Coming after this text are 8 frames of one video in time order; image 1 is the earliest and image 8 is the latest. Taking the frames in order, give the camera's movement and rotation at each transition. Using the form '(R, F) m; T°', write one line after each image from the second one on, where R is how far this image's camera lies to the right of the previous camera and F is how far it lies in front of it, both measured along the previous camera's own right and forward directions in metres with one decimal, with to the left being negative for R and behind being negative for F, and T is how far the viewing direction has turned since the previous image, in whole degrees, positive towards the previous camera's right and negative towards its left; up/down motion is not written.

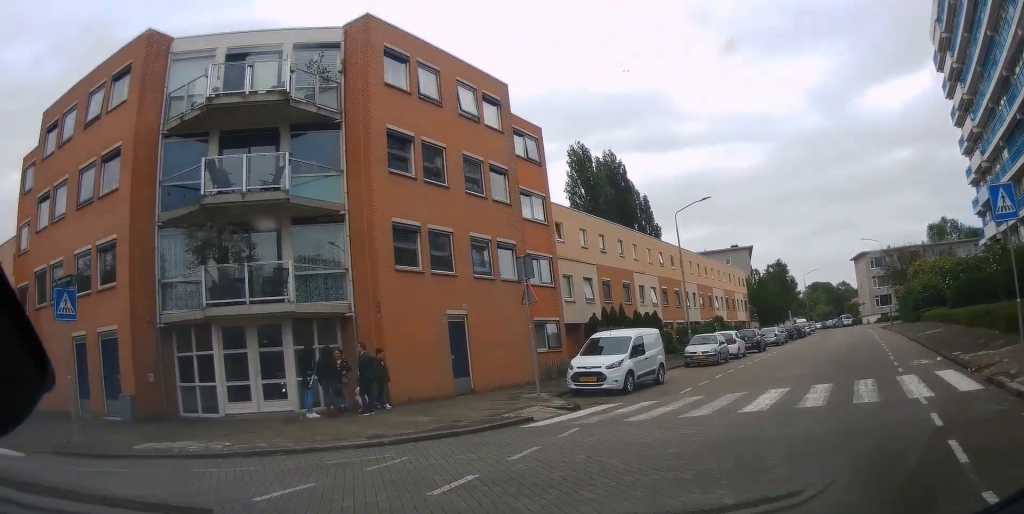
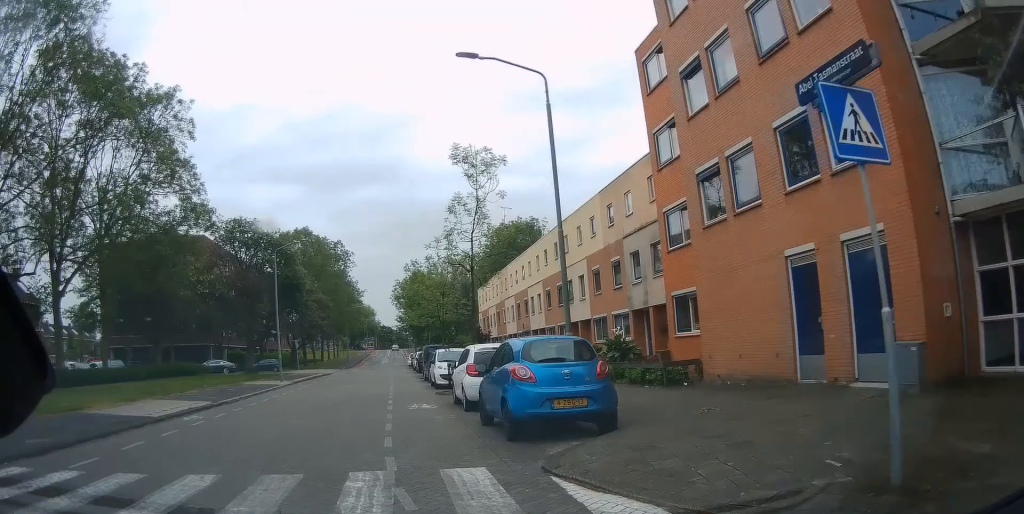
(-1.3, +5.6) m; -24°
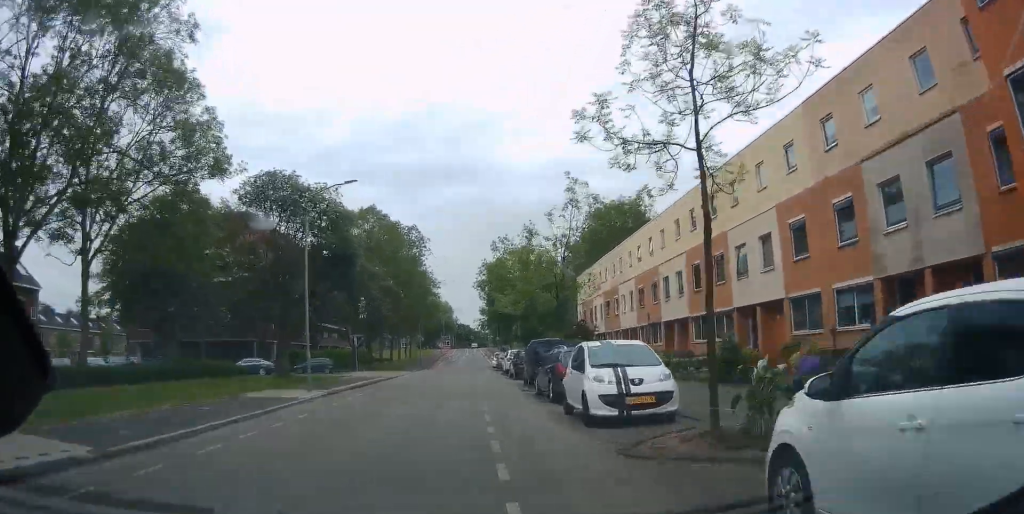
(-1.8, +10.3) m; -14°
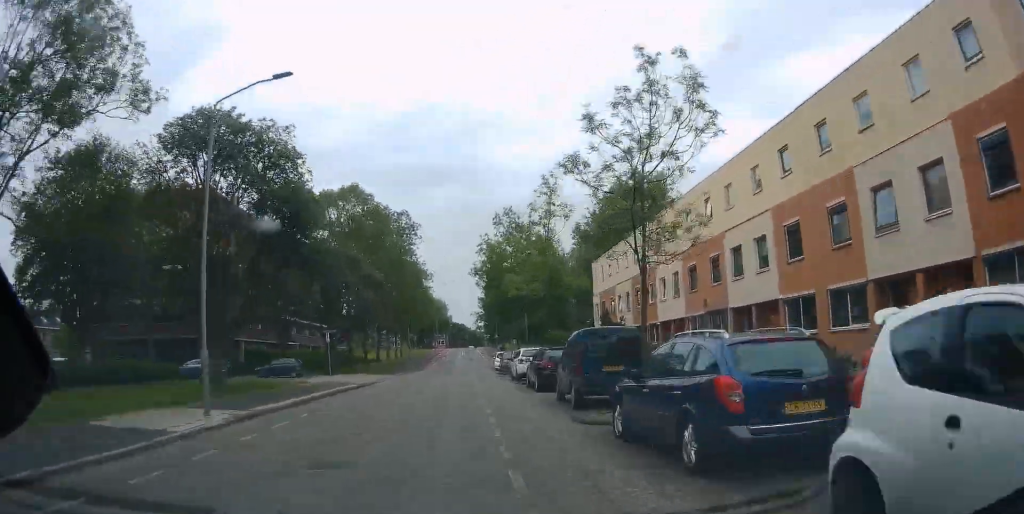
(-0.3, +7.9) m; -3°
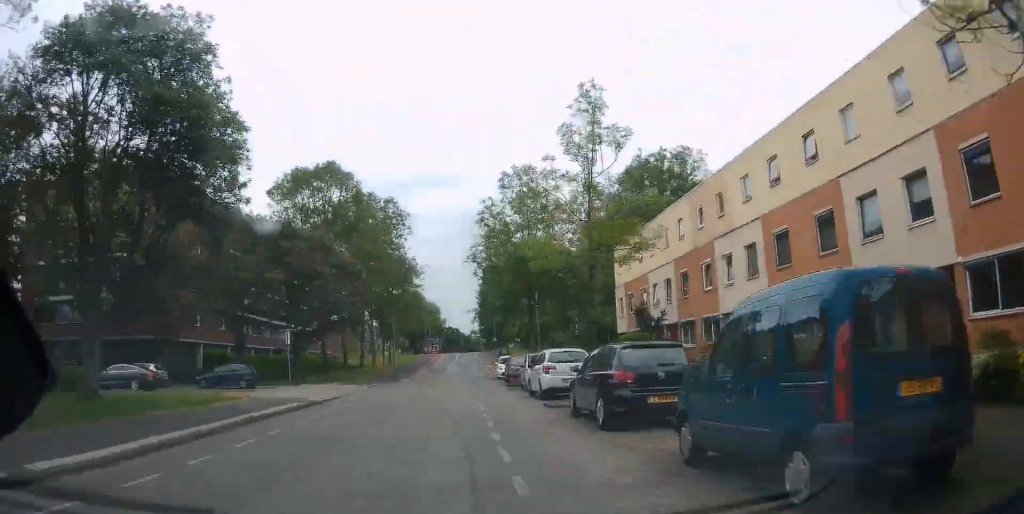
(-0.2, +7.5) m; -1°
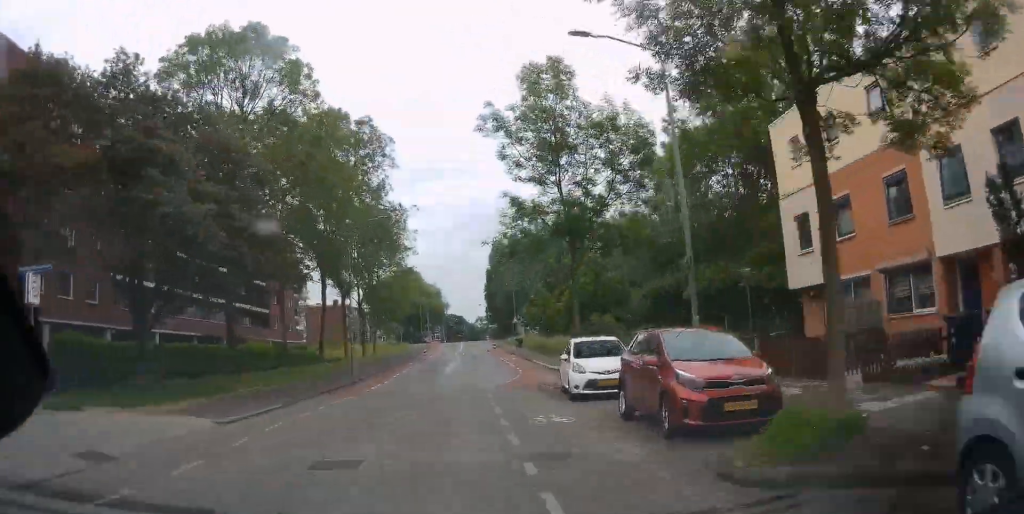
(-0.3, +21.6) m; -2°
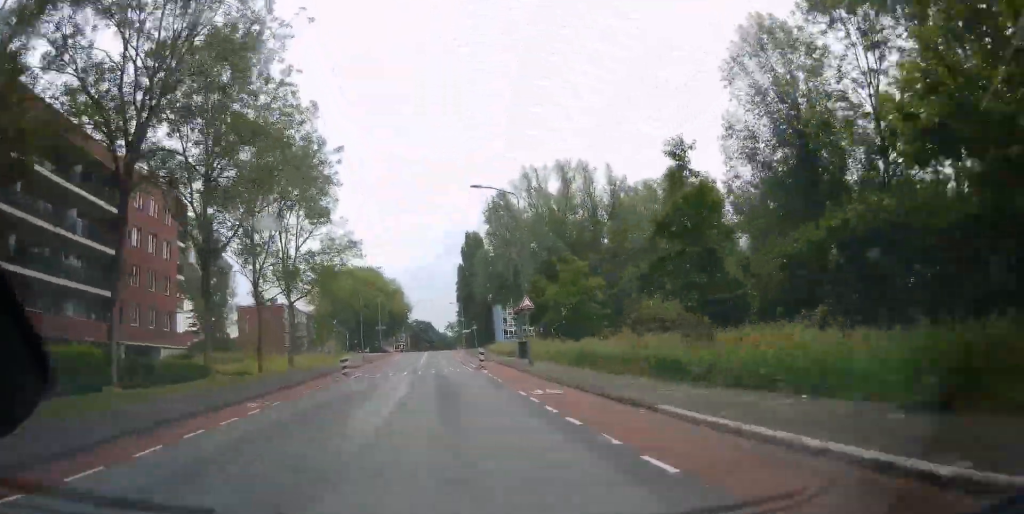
(-0.7, +30.0) m; -1°
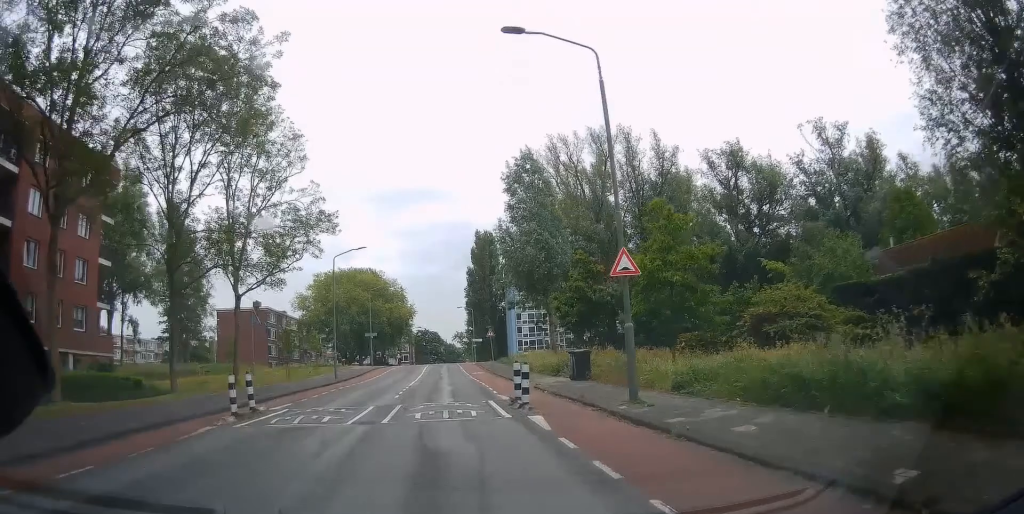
(+0.2, +15.6) m; 0°
